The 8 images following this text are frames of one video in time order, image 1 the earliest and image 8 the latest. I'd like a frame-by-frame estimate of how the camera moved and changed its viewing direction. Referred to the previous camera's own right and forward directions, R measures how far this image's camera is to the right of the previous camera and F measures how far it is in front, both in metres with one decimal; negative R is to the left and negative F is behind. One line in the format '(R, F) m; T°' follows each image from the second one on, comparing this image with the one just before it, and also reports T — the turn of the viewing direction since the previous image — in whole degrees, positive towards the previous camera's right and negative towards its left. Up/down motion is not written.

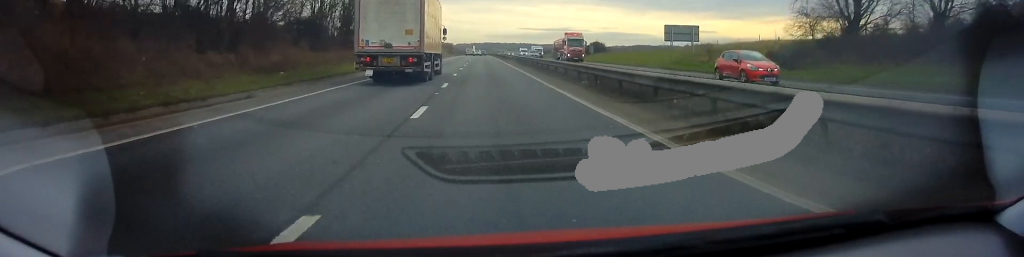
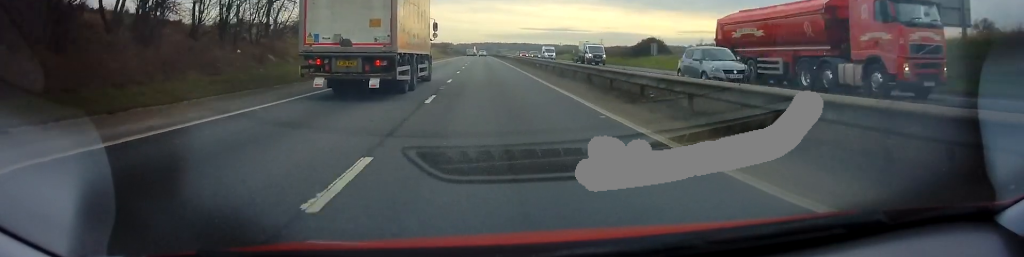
(0.0, +33.7) m; 0°
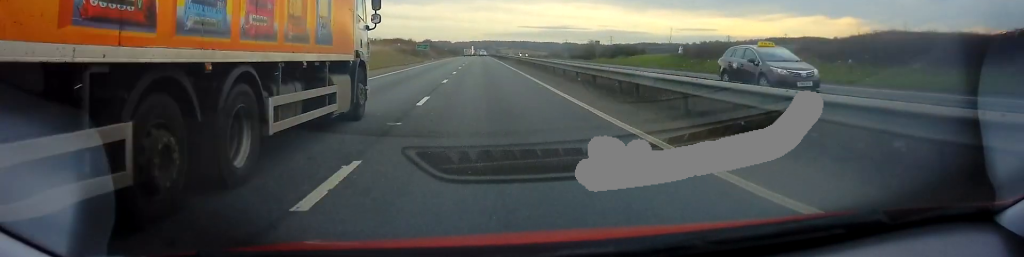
(+0.5, +65.1) m; +1°
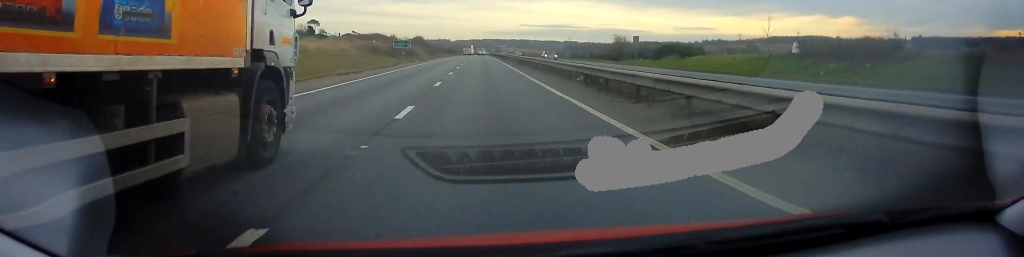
(0.0, +21.2) m; 0°
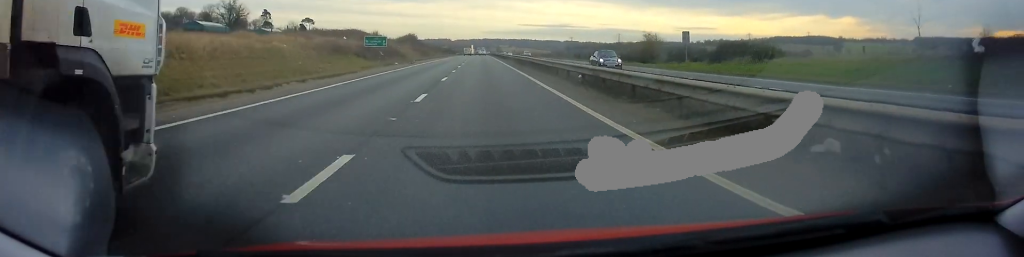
(0.0, +15.5) m; 0°
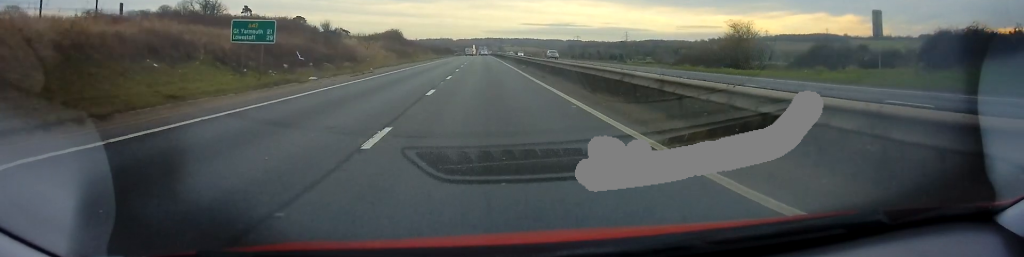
(-0.1, +25.3) m; 0°
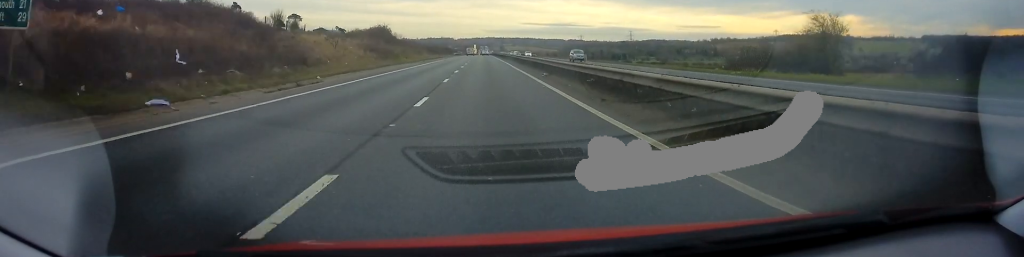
(-0.1, +12.7) m; 0°
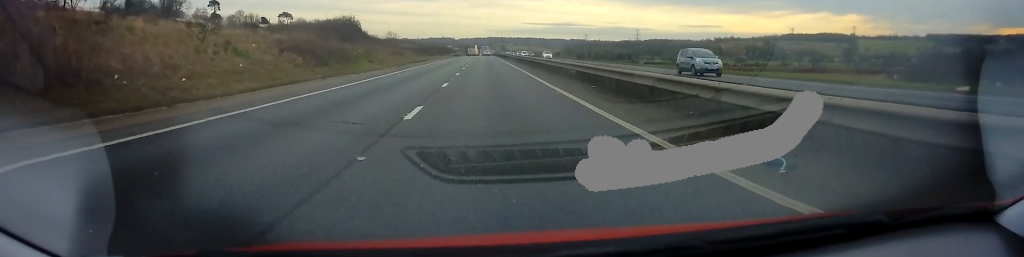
(0.0, +21.4) m; 0°
